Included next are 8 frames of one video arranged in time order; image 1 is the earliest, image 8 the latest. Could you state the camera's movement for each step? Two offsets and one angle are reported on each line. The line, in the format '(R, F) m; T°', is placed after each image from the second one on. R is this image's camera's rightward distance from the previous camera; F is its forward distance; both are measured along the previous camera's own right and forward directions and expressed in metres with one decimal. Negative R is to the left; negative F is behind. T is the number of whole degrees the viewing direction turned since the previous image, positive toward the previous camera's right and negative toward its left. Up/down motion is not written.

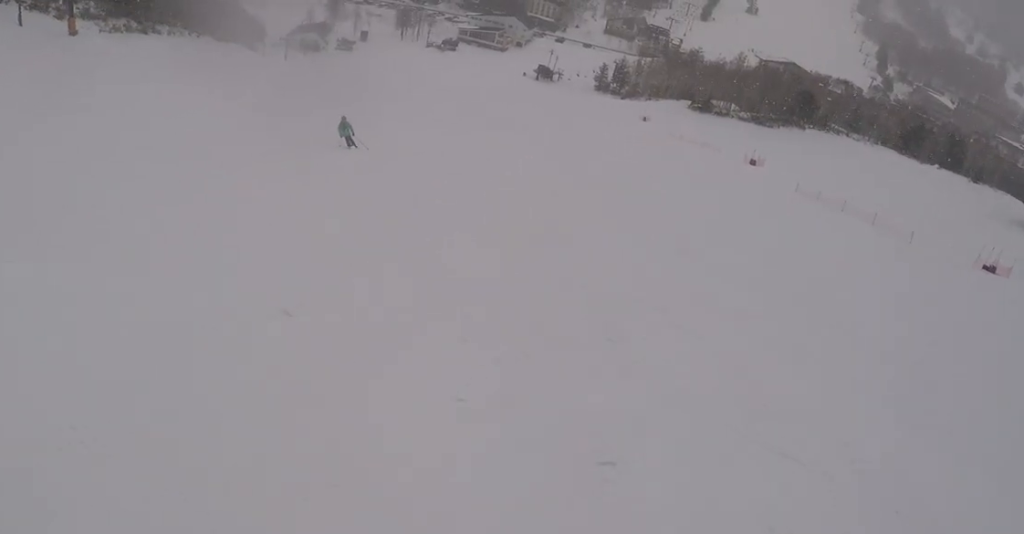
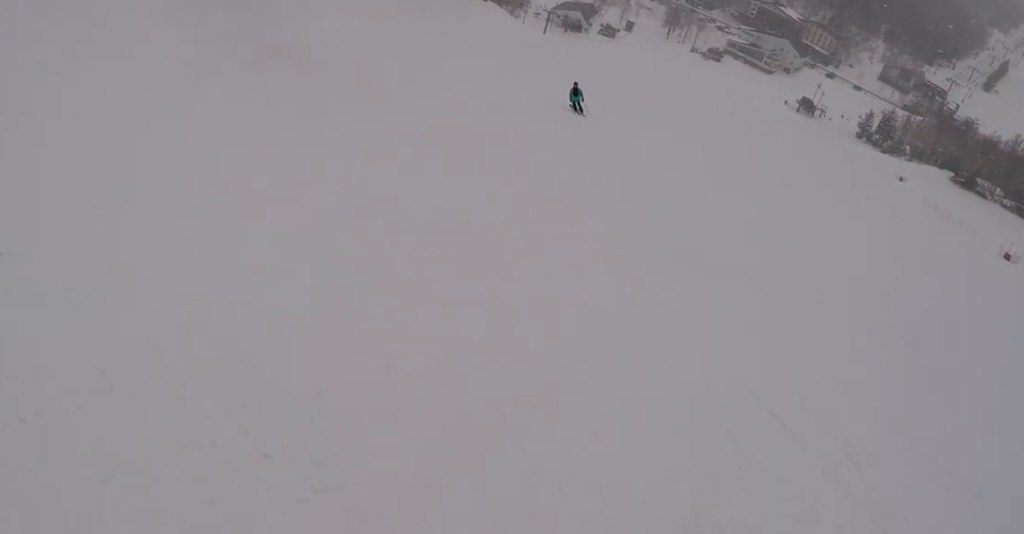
(-1.0, +3.3) m; -28°
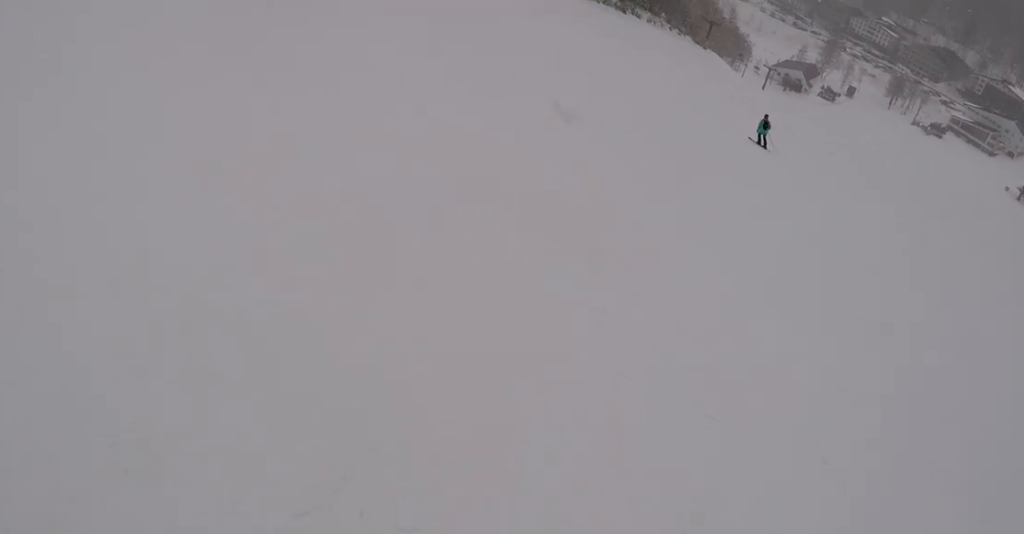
(-0.8, +3.5) m; -25°
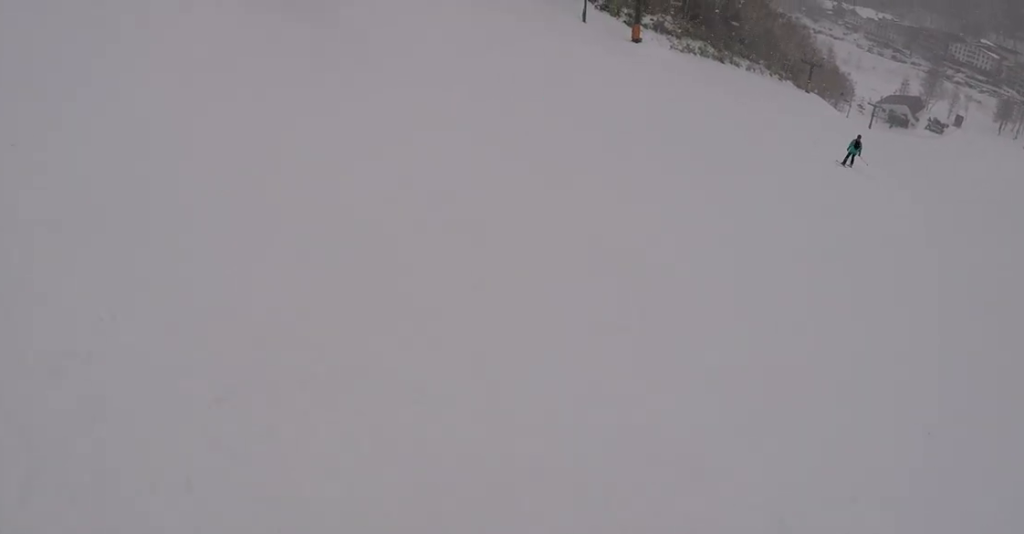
(-0.8, +3.7) m; -16°
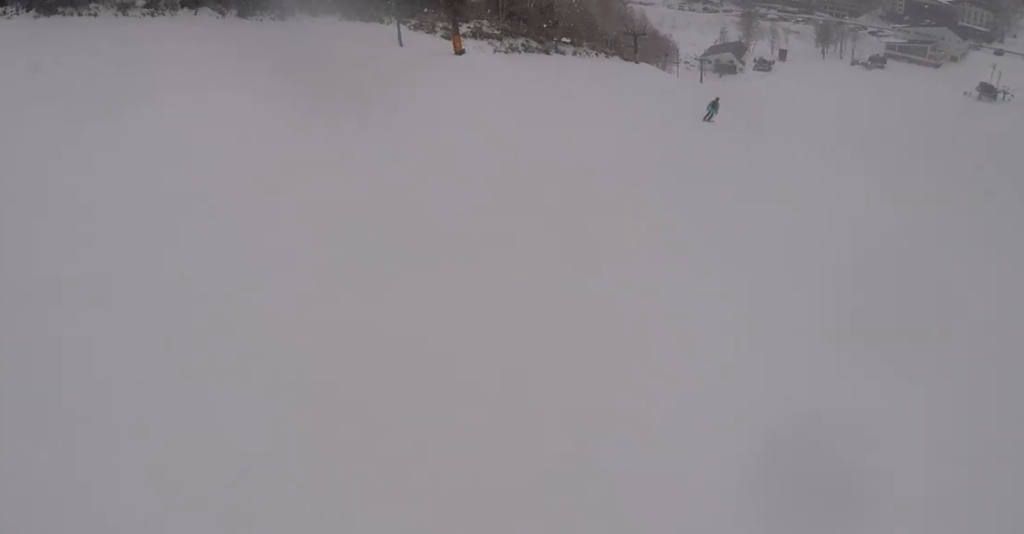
(-0.3, +6.1) m; +17°
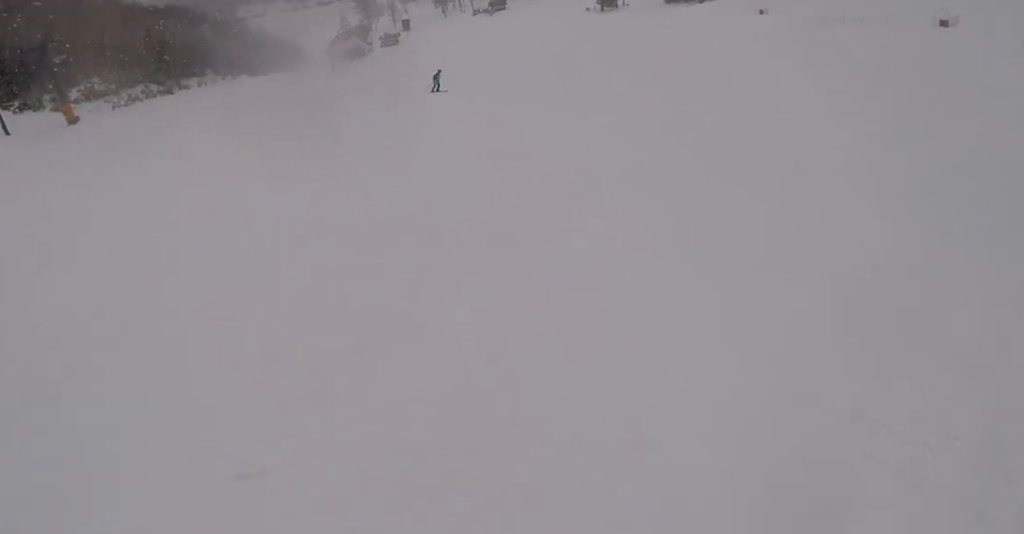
(+2.3, +6.0) m; +33°
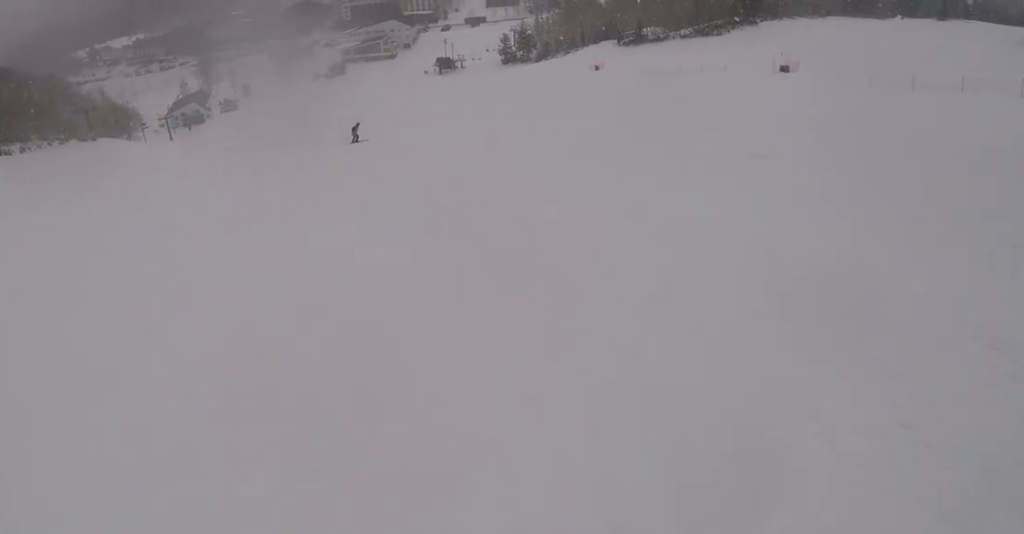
(+1.4, +5.5) m; +15°
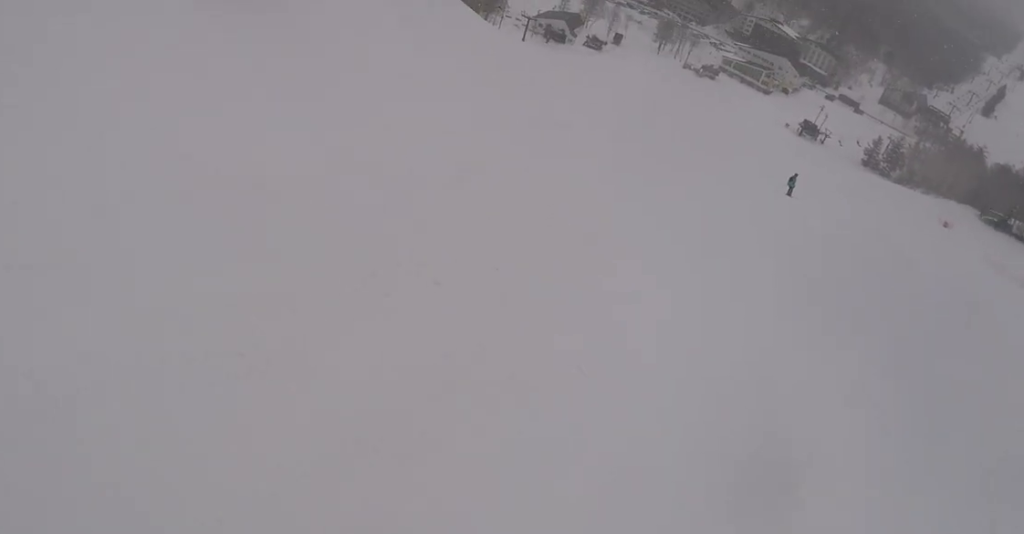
(-0.6, +6.3) m; -27°
